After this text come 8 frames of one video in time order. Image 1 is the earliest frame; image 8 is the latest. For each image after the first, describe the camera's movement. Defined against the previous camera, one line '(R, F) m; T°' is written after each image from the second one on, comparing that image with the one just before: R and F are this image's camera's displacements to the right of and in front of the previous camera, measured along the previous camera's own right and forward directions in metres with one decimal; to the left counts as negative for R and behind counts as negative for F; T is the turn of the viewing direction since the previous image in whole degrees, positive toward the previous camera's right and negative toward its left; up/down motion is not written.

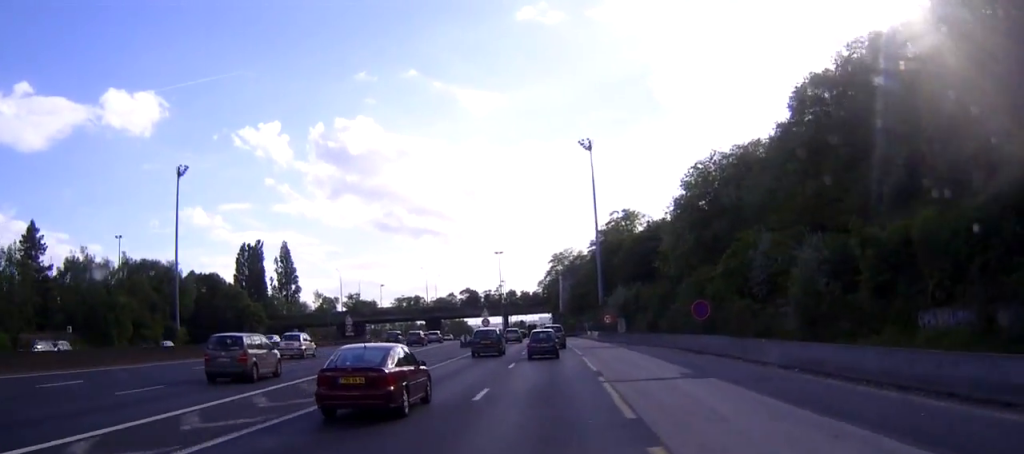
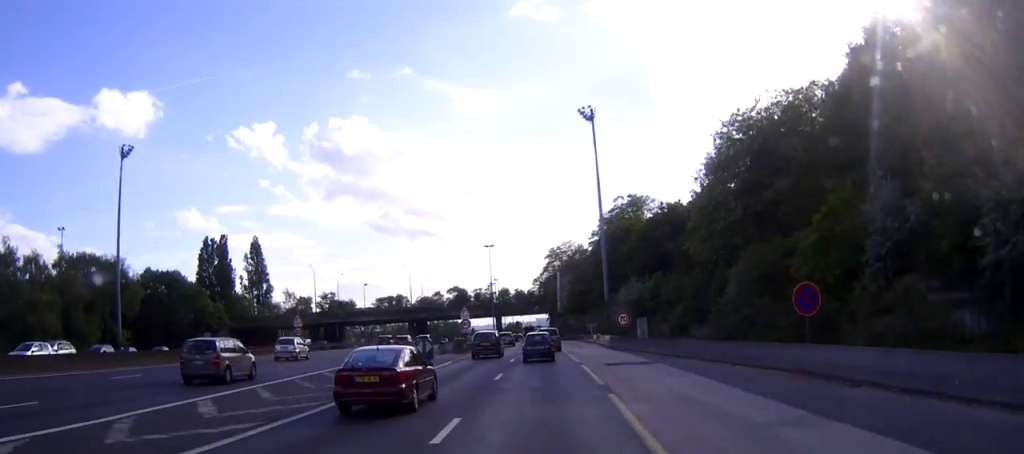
(0.0, +18.4) m; 0°
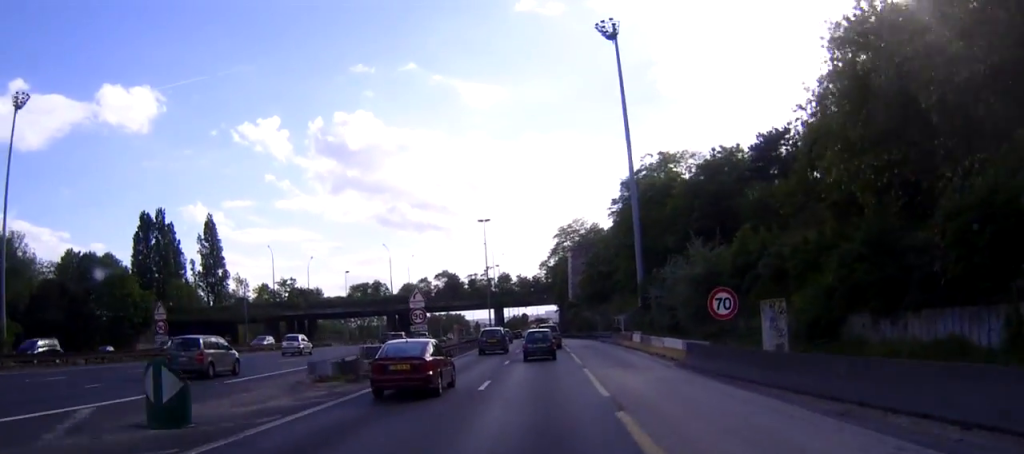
(-0.2, +30.1) m; 0°
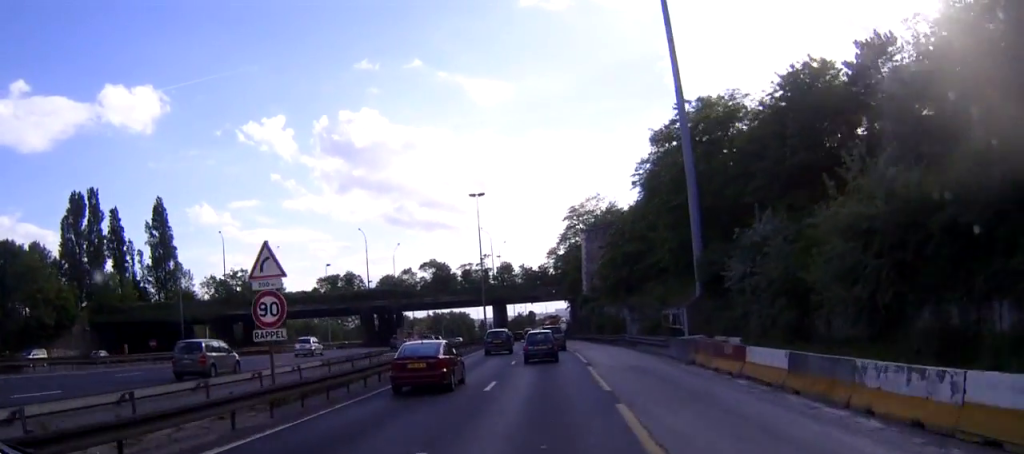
(+0.1, +24.8) m; -1°
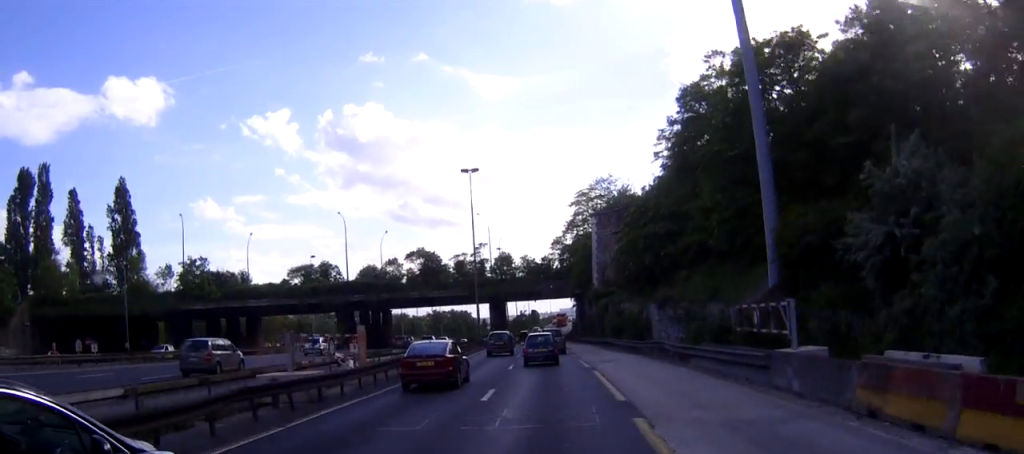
(-0.2, +15.0) m; -1°
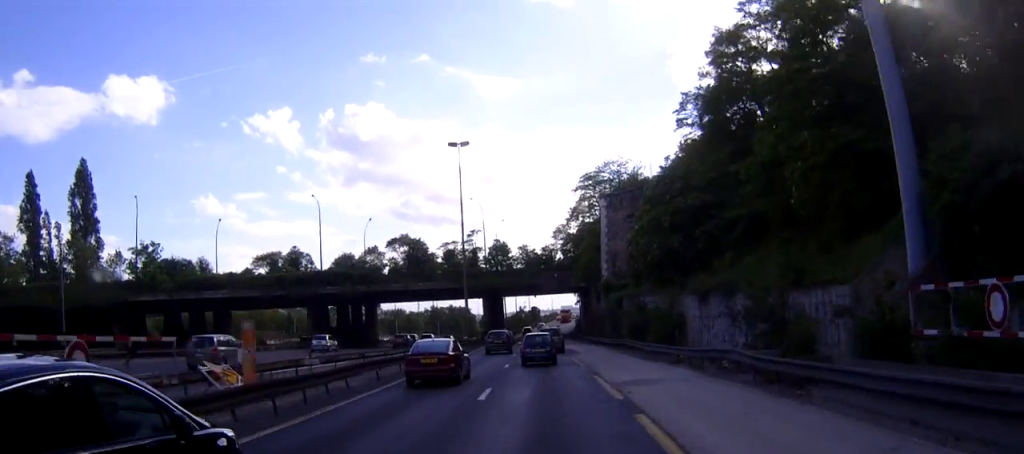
(-0.1, +13.0) m; -1°
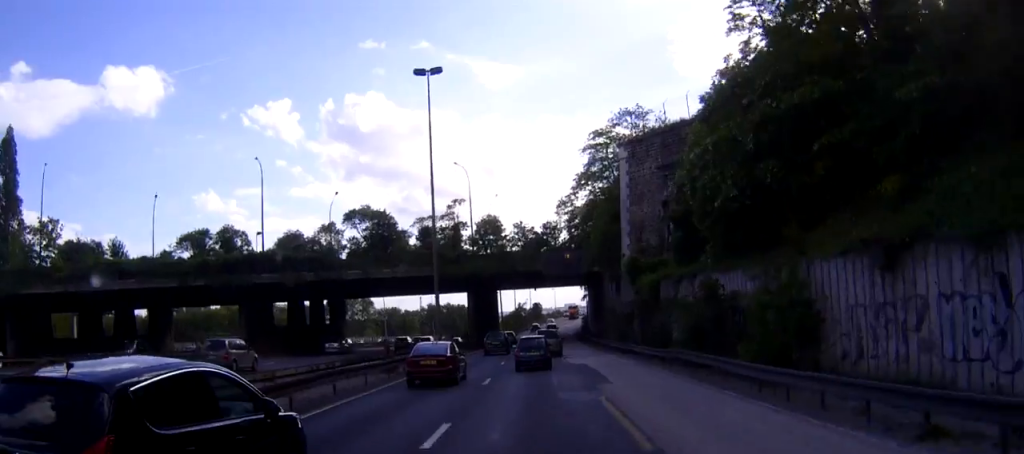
(-0.1, +20.3) m; 0°
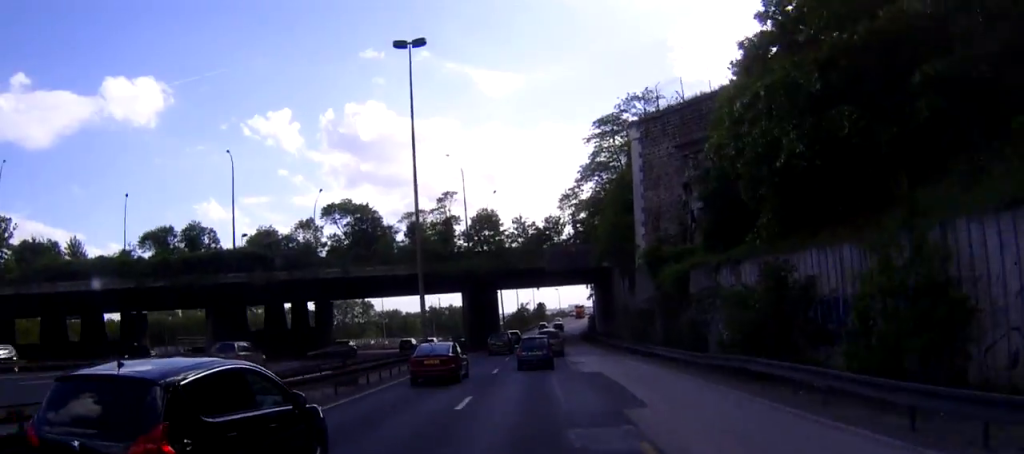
(0.0, +7.9) m; 0°
